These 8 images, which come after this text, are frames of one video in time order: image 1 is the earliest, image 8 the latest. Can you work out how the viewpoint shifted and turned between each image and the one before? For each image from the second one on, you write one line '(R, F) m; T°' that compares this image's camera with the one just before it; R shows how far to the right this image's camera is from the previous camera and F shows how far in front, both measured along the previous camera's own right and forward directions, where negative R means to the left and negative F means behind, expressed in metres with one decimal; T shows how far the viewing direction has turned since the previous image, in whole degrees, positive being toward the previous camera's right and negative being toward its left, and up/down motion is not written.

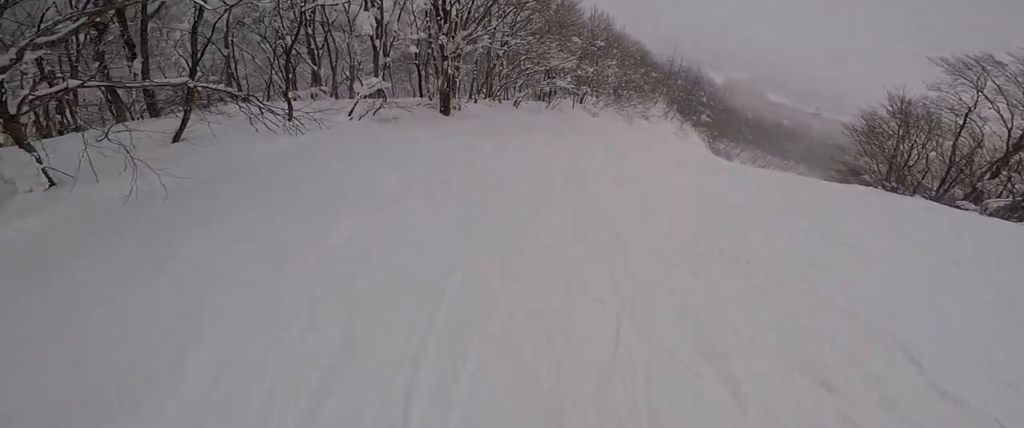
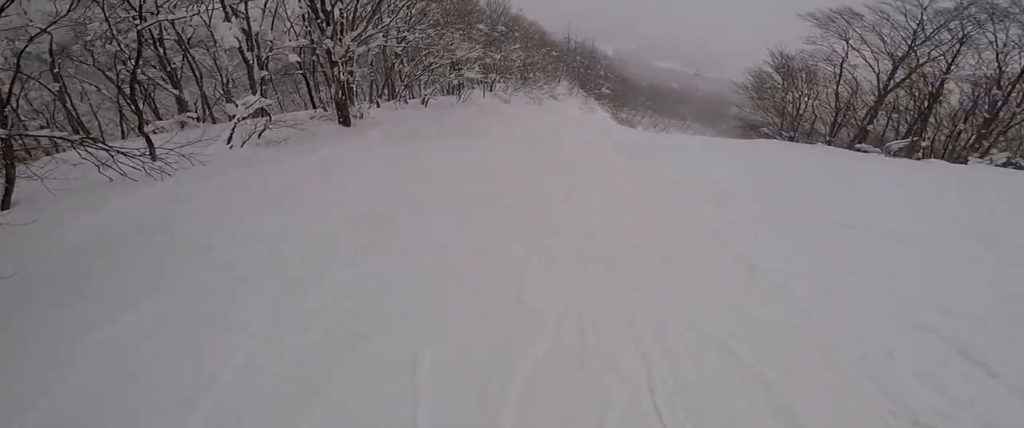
(+0.3, +1.6) m; +20°
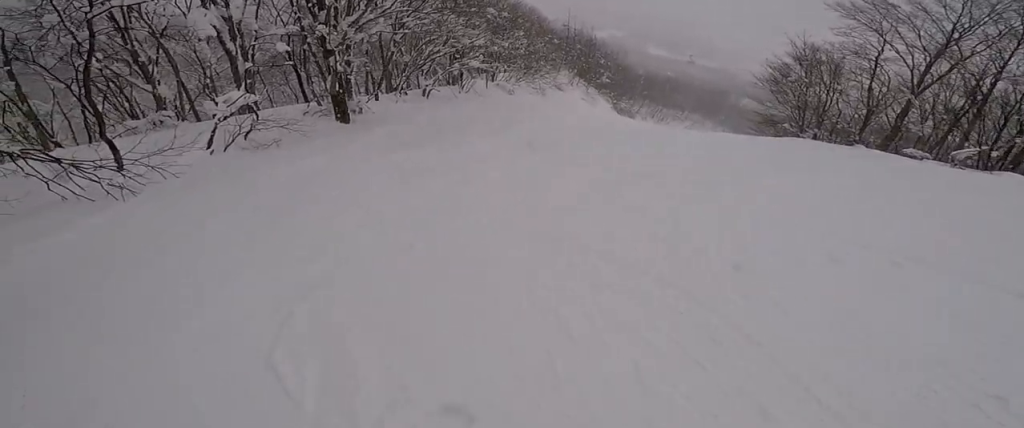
(+0.5, +2.2) m; +24°
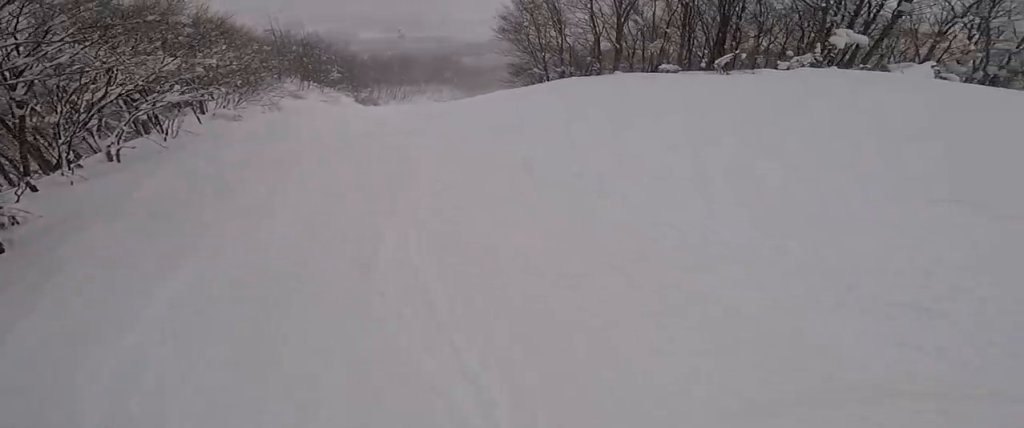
(+0.8, +3.5) m; +7°
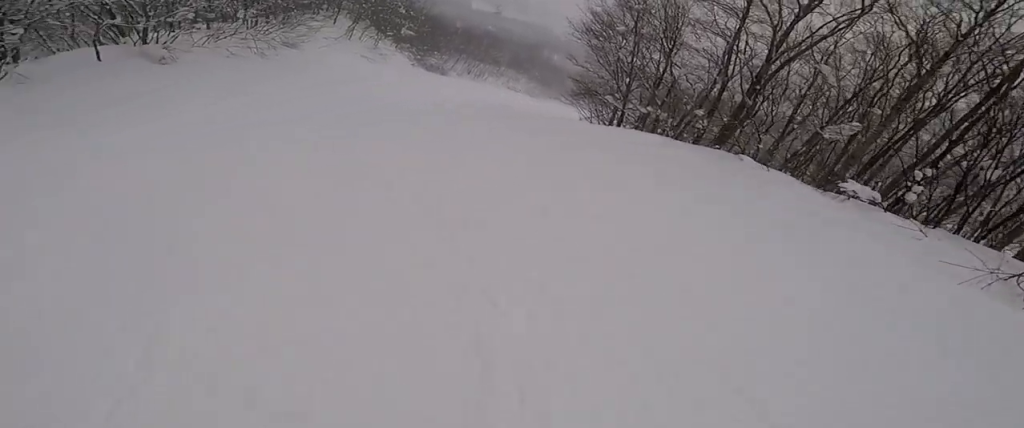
(-3.9, +9.5) m; -57°
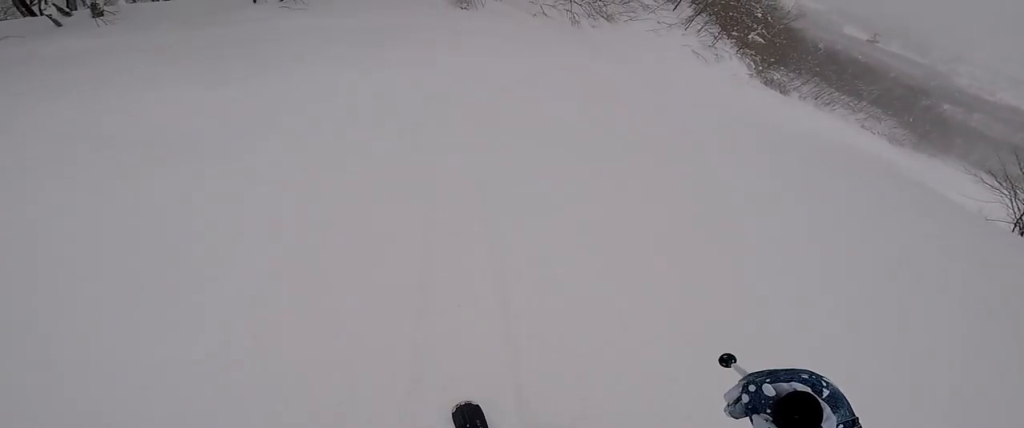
(-0.6, +6.4) m; +22°
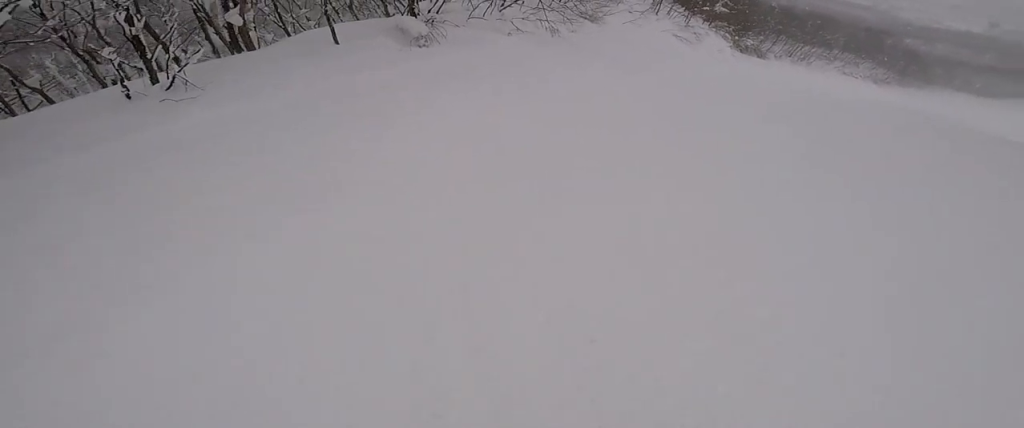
(+0.7, +3.2) m; +30°
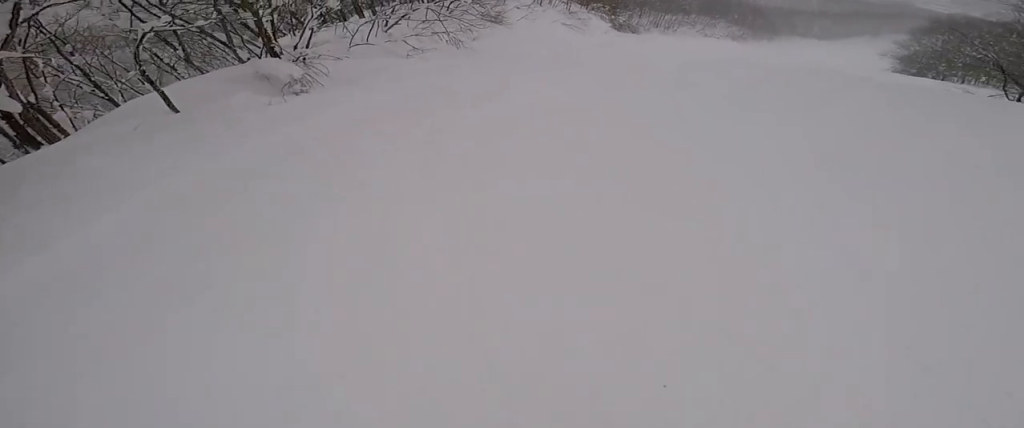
(+0.7, +2.4) m; +4°
